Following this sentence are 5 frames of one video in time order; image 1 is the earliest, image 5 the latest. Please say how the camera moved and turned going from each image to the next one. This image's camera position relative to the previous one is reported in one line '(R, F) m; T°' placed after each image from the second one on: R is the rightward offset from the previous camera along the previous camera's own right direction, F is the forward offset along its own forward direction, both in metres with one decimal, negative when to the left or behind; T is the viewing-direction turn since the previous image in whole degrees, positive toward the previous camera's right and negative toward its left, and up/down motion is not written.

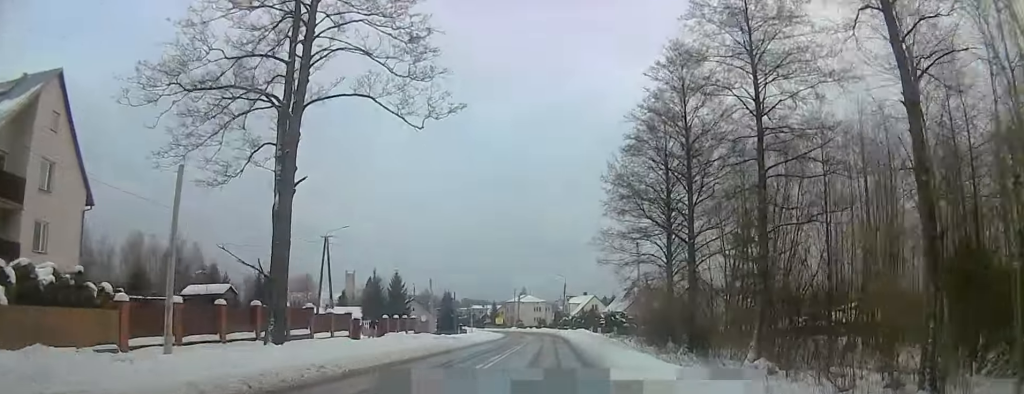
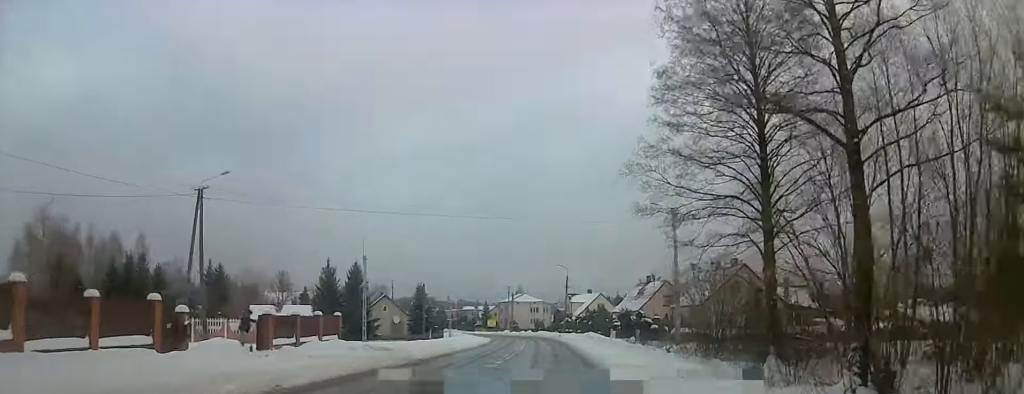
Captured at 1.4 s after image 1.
(0.0, +19.7) m; 0°
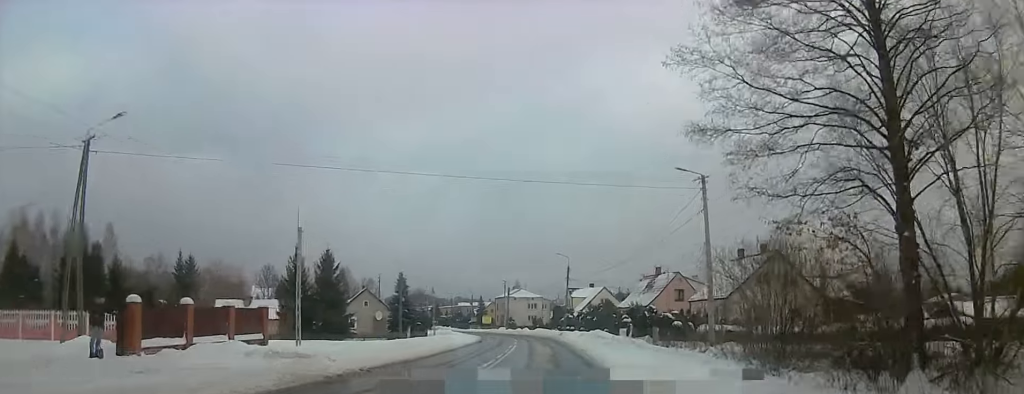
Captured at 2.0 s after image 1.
(0.0, +9.7) m; 0°
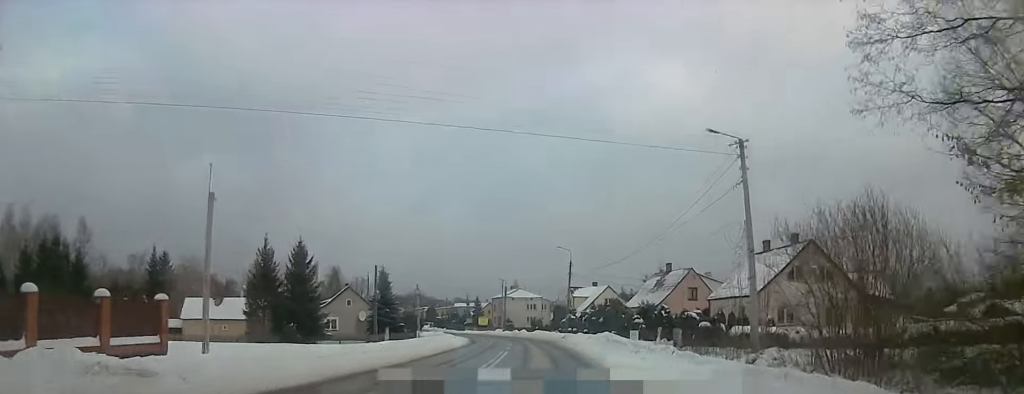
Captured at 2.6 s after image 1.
(0.0, +7.8) m; 0°
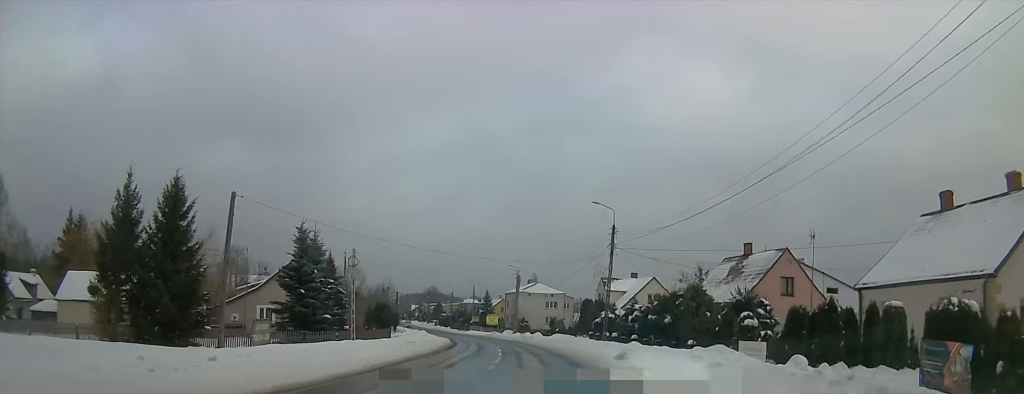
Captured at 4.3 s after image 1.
(0.0, +24.7) m; 0°
